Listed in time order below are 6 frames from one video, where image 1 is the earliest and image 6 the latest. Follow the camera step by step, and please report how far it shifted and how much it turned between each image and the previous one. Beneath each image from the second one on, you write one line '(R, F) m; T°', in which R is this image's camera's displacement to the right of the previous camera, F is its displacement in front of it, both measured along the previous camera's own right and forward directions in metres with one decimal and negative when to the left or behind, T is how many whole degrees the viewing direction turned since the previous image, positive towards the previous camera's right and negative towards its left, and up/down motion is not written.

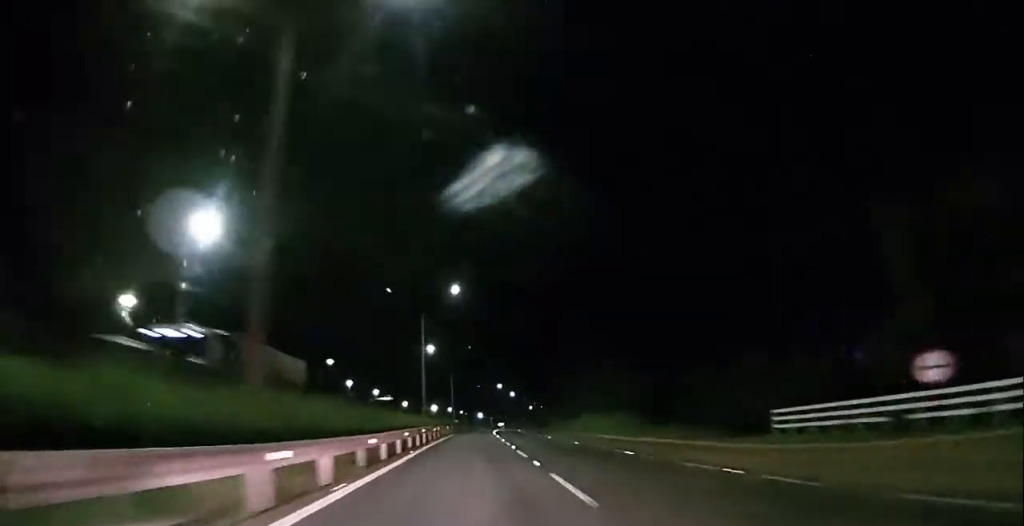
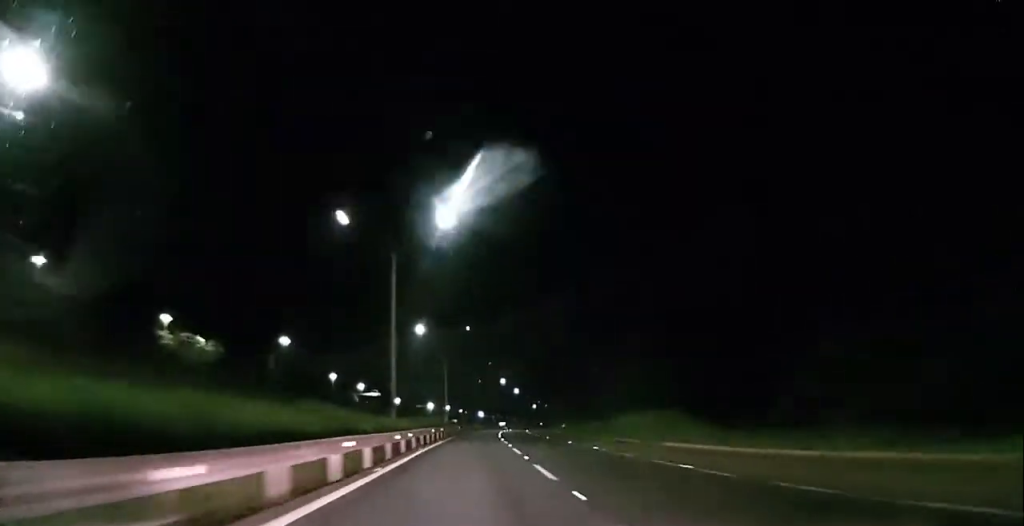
(-0.1, +19.6) m; 0°
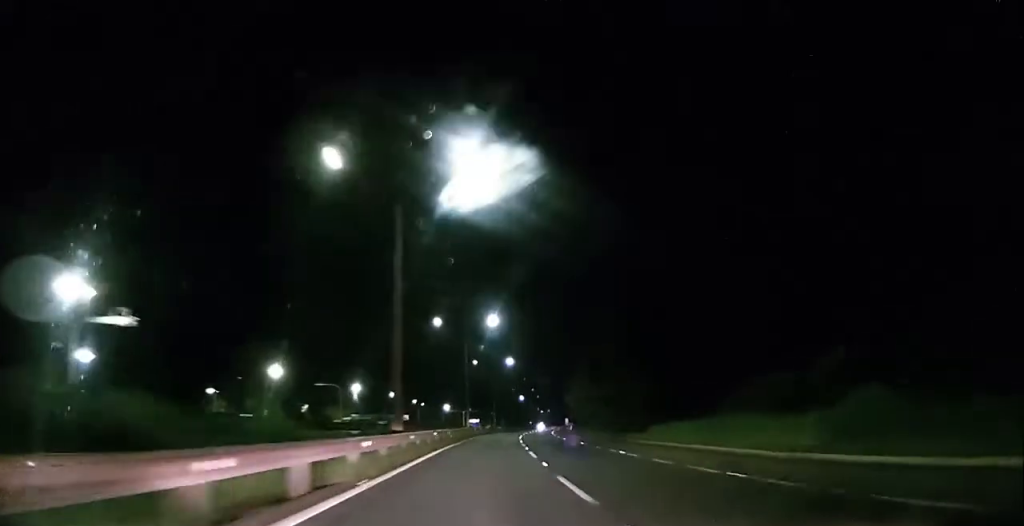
(+1.4, +89.3) m; +2°
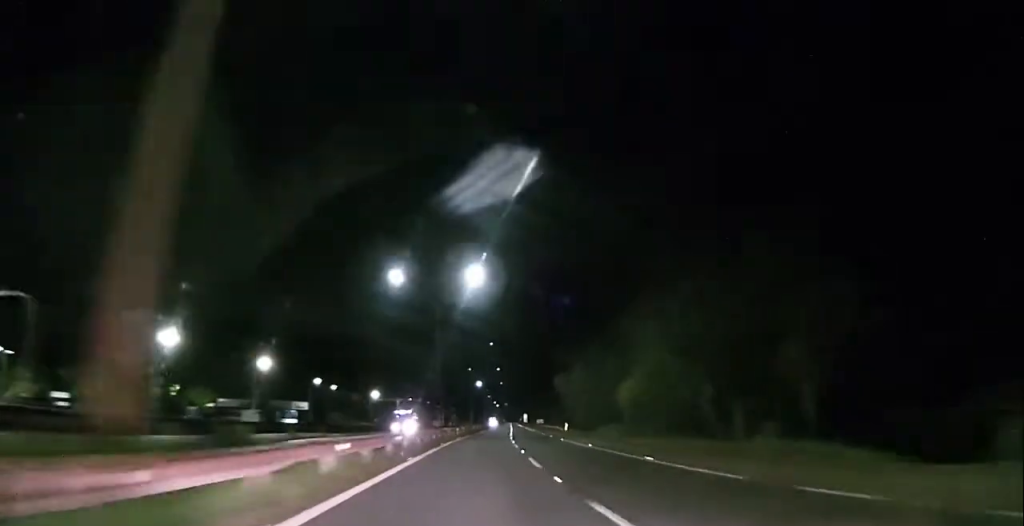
(+0.2, +58.2) m; +1°
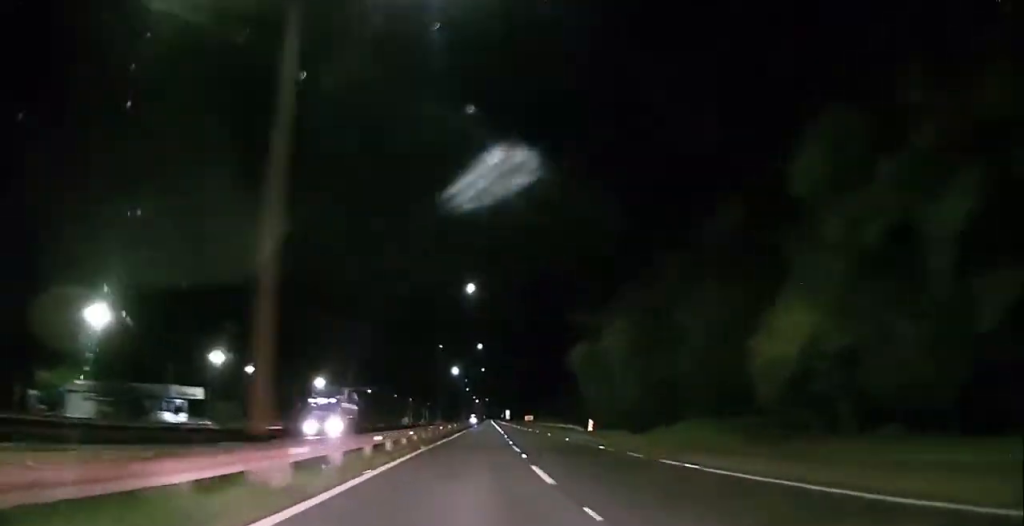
(+0.7, +33.8) m; +3°
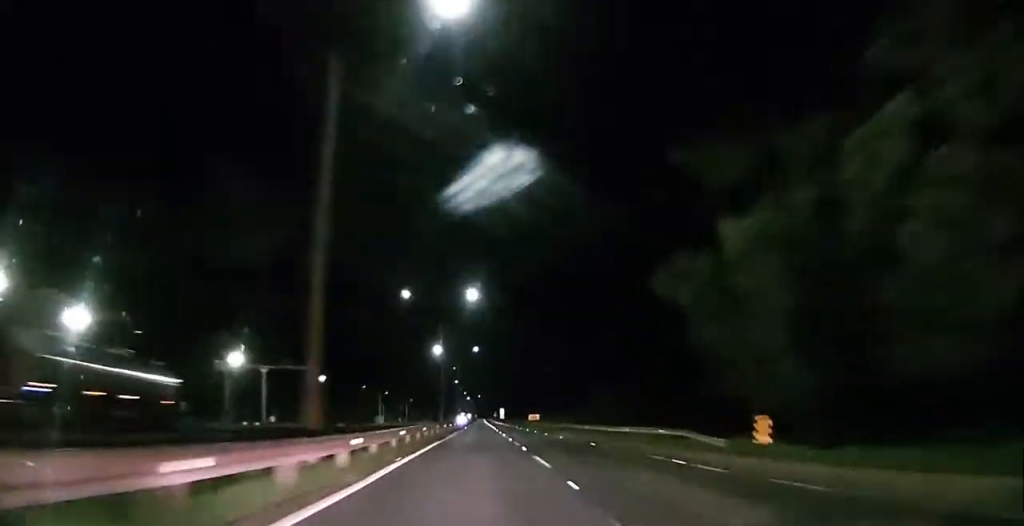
(+1.2, +36.3) m; +2°
